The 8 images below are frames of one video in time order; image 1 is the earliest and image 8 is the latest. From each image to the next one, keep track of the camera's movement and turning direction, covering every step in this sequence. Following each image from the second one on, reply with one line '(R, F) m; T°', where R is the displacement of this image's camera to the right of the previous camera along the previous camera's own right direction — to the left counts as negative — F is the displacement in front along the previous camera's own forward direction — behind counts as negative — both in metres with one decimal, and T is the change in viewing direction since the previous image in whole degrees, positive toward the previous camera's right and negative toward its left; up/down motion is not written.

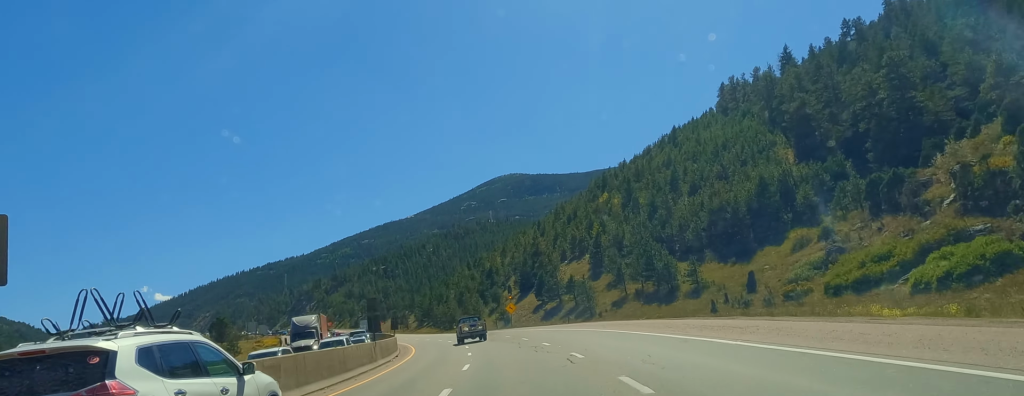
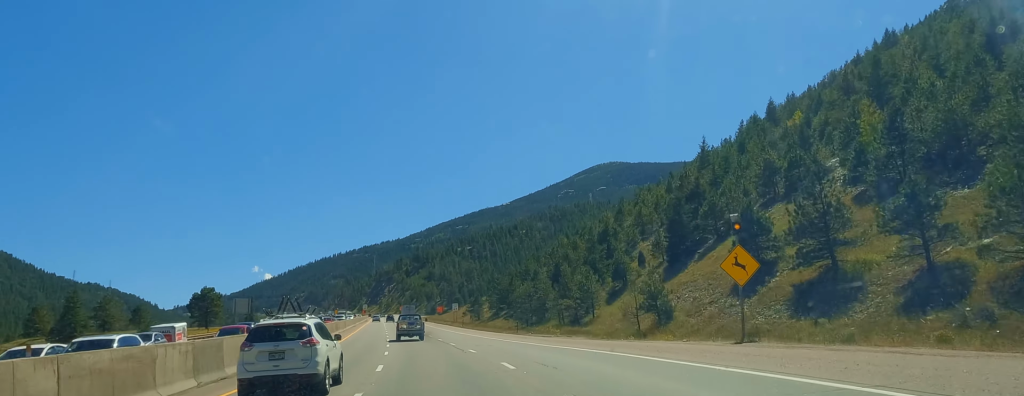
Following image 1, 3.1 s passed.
(-7.7, +77.6) m; -11°
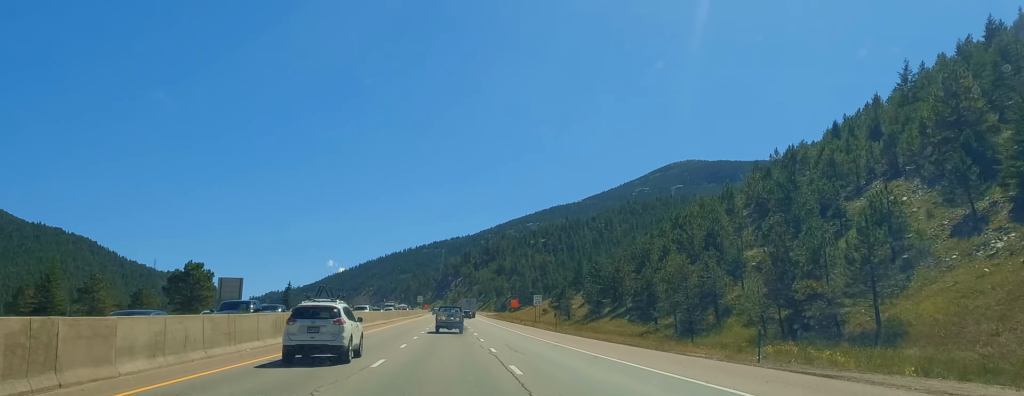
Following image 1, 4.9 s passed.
(-2.1, +47.8) m; -2°
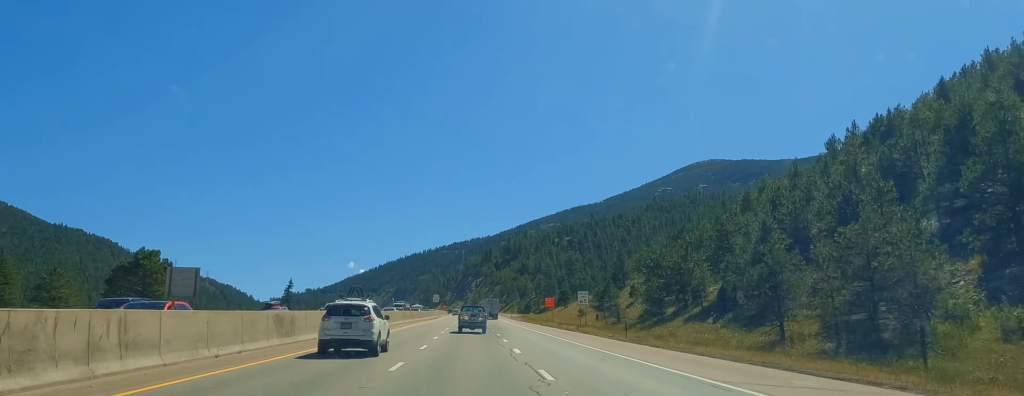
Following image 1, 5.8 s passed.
(-0.1, +23.8) m; -1°
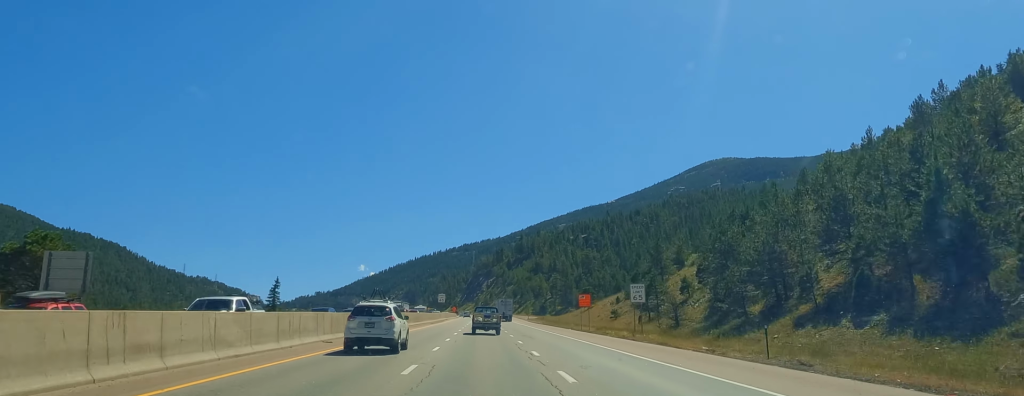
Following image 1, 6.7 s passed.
(+0.1, +23.0) m; -1°
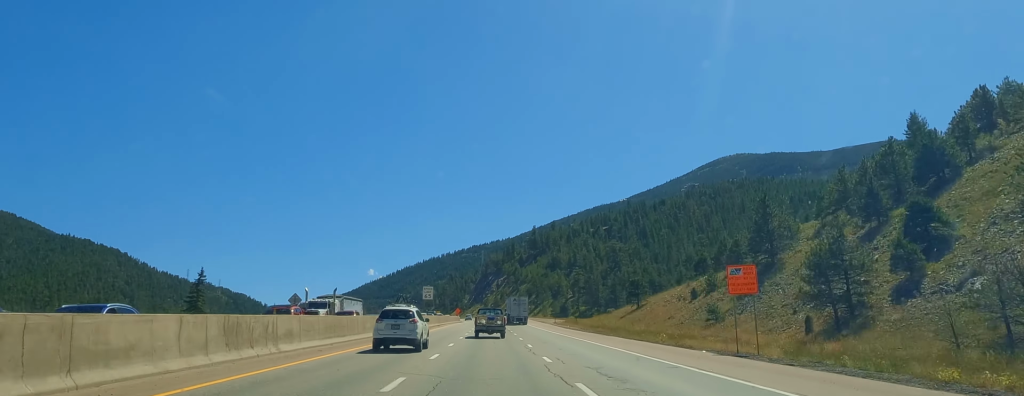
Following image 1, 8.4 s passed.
(-0.7, +47.3) m; 0°
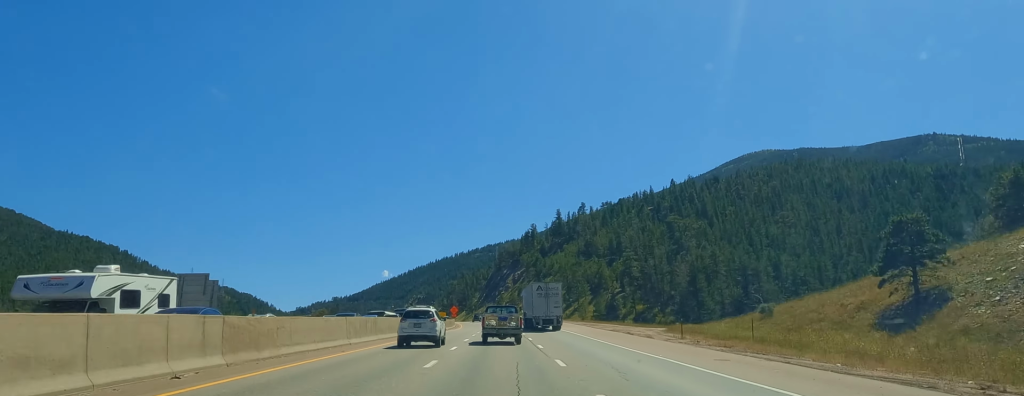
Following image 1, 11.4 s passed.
(+0.4, +79.8) m; -1°
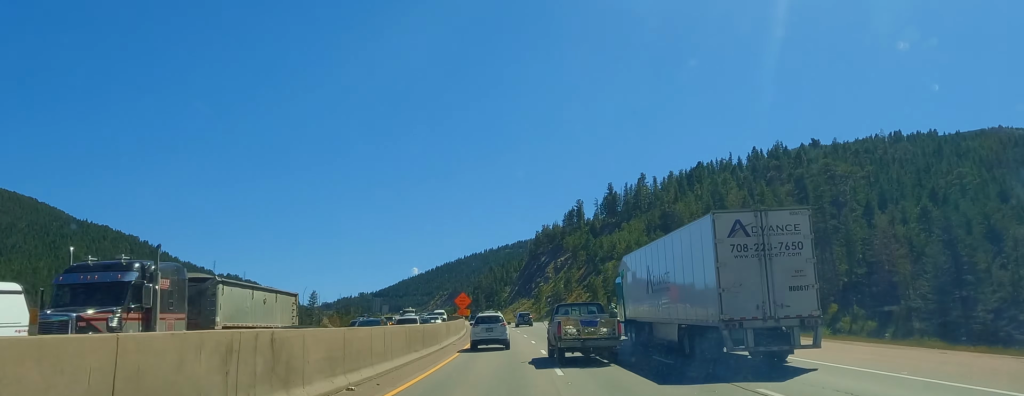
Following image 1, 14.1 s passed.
(-2.5, +76.8) m; -3°
